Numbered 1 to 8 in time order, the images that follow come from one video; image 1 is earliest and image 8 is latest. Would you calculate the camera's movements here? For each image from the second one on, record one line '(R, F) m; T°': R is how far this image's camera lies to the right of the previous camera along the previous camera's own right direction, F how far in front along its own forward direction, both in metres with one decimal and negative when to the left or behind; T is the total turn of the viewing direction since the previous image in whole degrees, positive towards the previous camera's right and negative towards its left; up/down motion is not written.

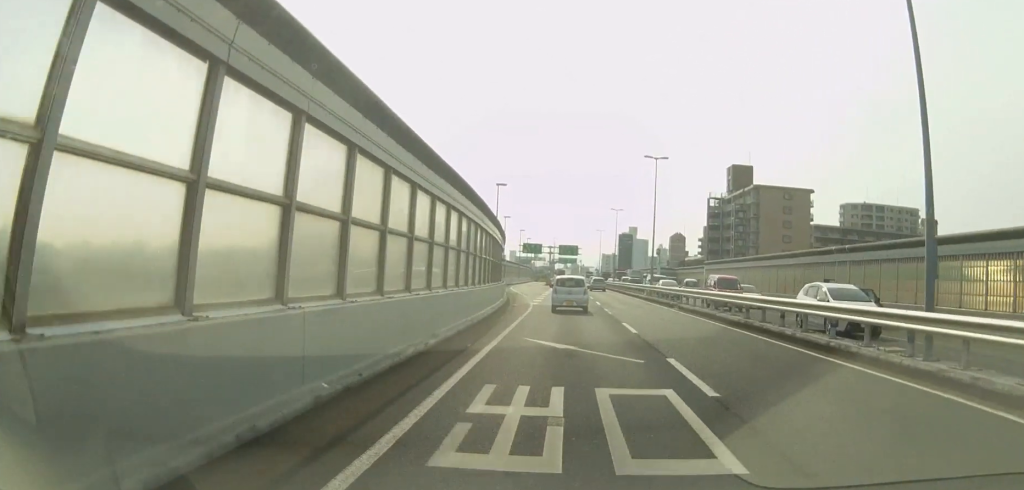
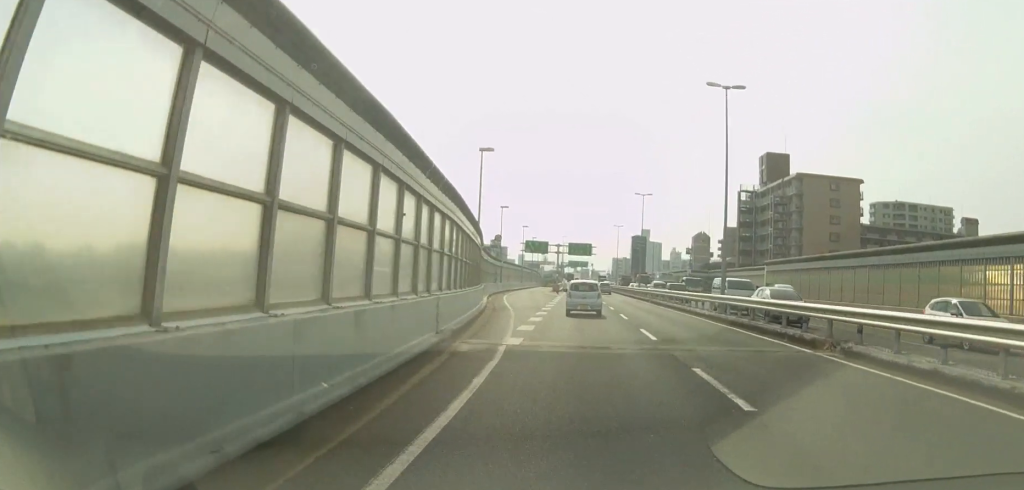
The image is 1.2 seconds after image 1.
(-0.4, +20.9) m; -2°
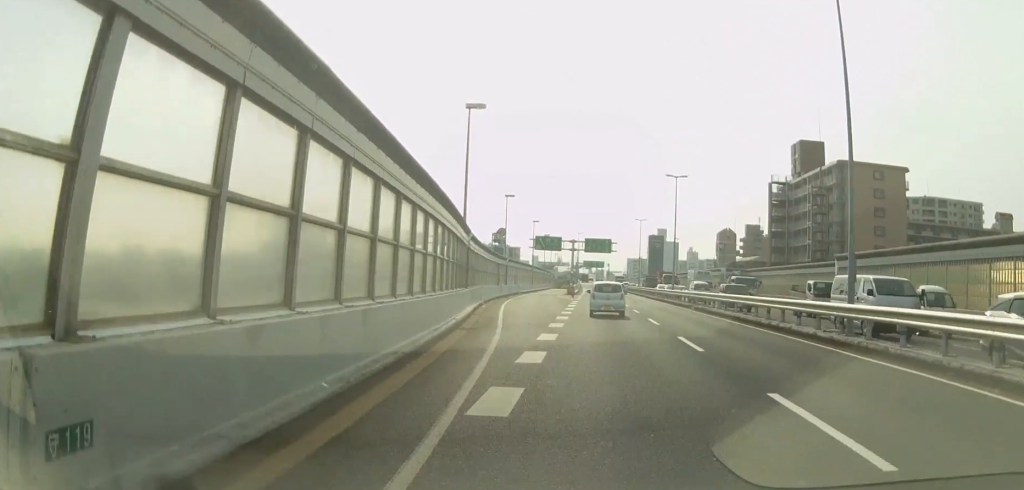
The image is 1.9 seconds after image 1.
(-0.1, +13.0) m; -1°
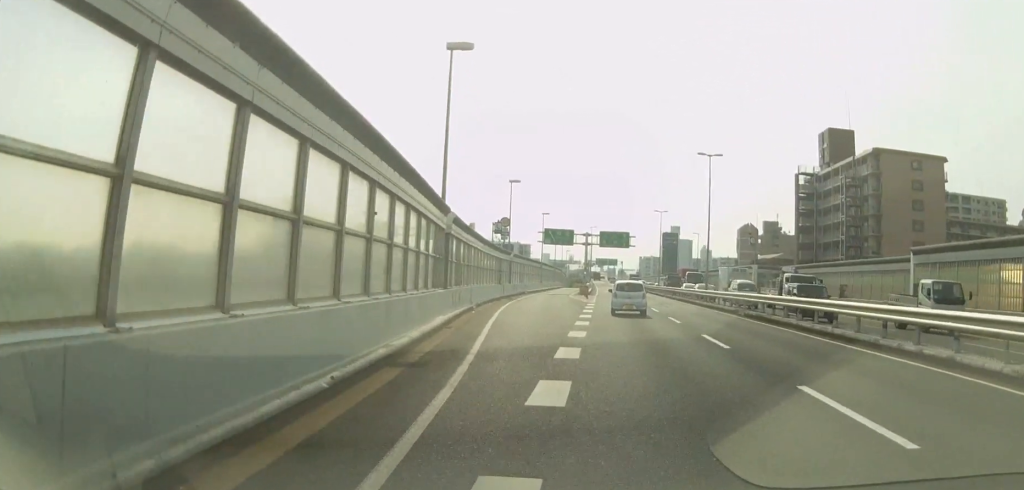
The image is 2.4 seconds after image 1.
(0.0, +9.4) m; 0°
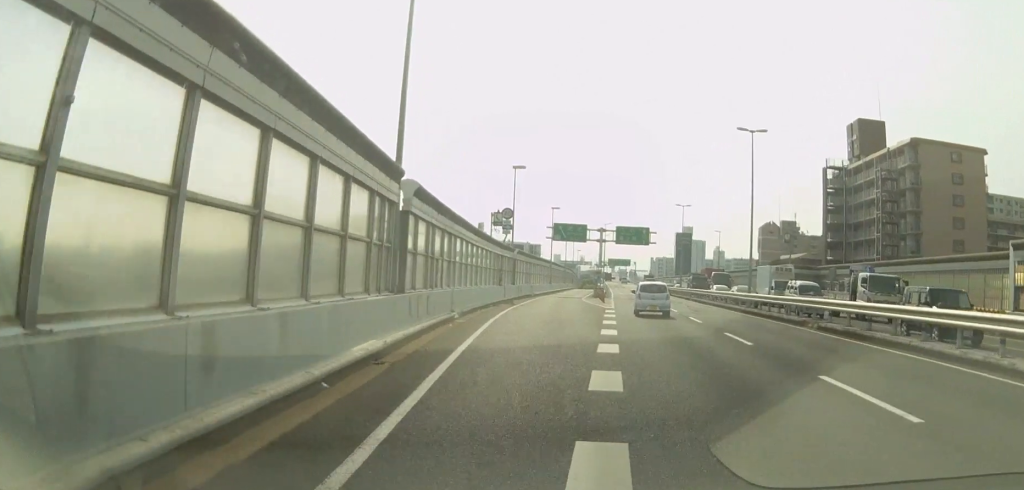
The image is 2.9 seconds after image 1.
(0.0, +8.8) m; 0°
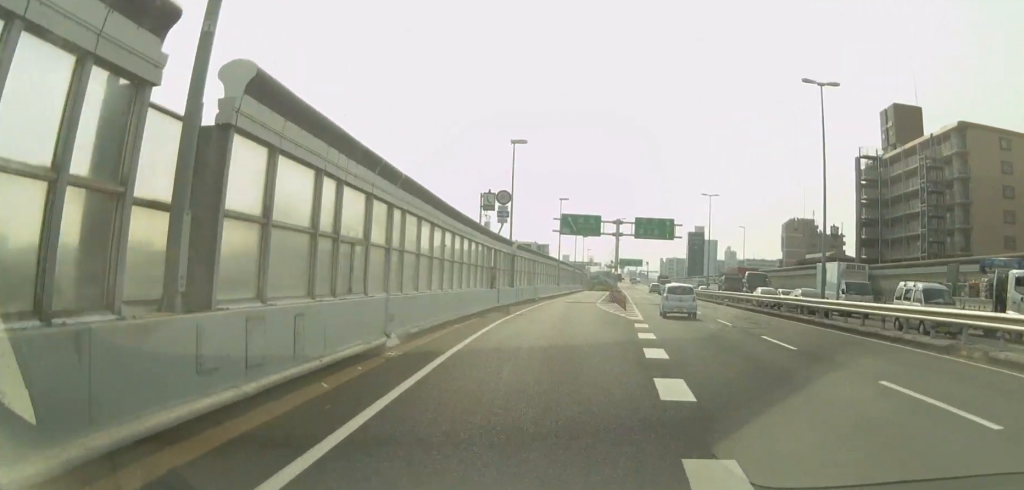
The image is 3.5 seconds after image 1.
(0.0, +10.5) m; 0°
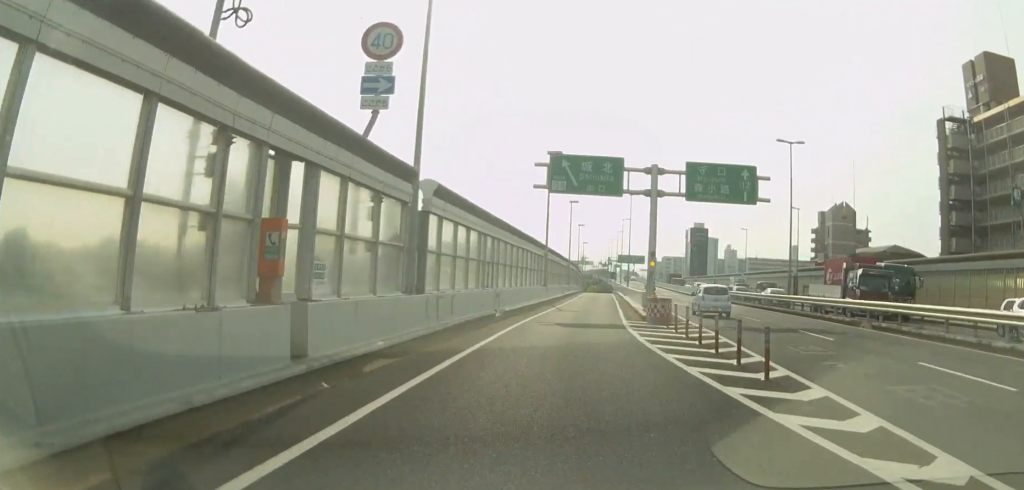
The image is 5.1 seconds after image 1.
(-0.7, +27.8) m; -2°
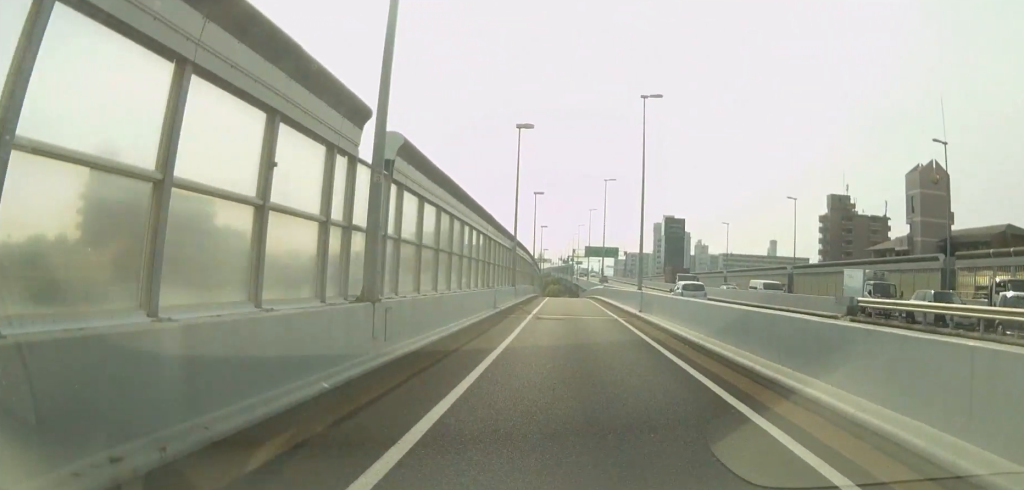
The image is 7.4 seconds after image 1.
(-0.1, +38.6) m; +2°
